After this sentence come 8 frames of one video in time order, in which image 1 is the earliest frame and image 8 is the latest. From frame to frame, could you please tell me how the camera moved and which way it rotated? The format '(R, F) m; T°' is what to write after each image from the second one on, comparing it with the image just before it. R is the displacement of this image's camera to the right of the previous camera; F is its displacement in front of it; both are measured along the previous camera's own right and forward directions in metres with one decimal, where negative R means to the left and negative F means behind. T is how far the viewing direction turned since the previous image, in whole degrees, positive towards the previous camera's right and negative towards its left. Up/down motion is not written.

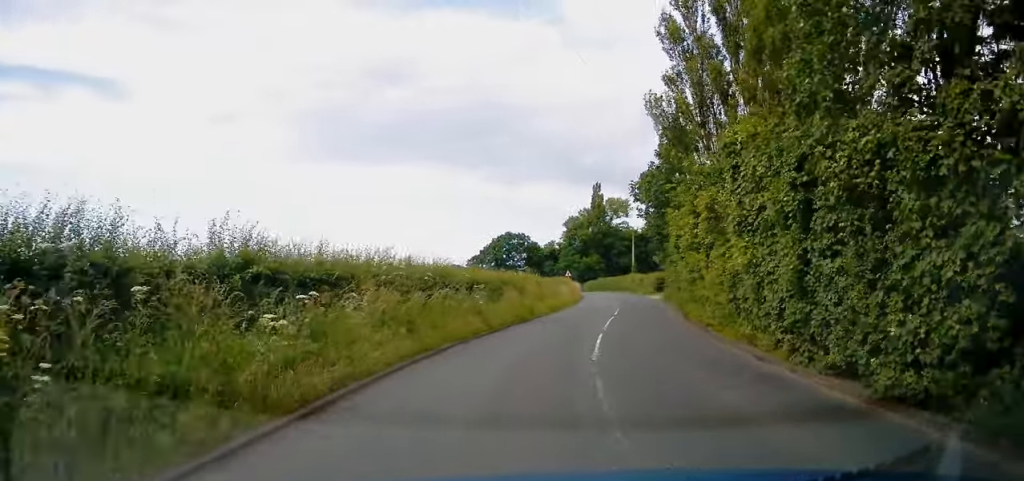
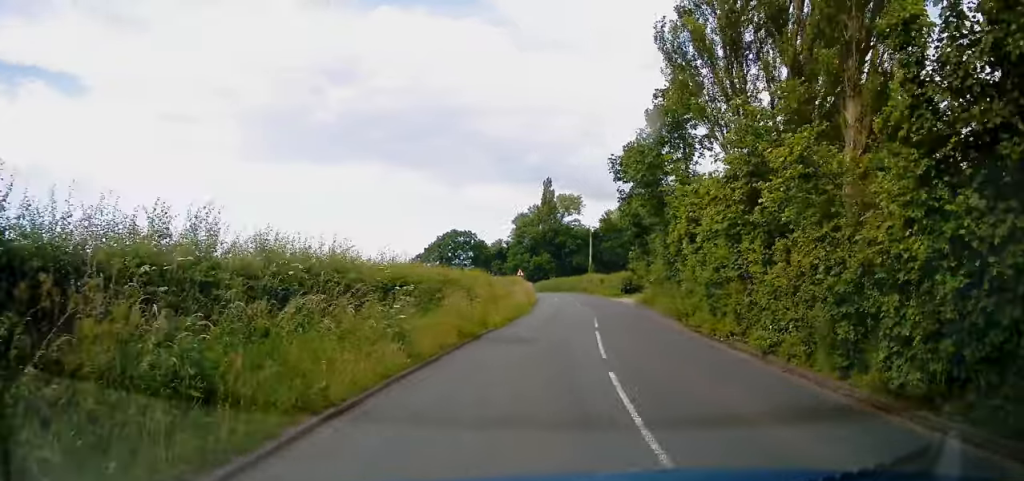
(+0.3, +7.3) m; +3°
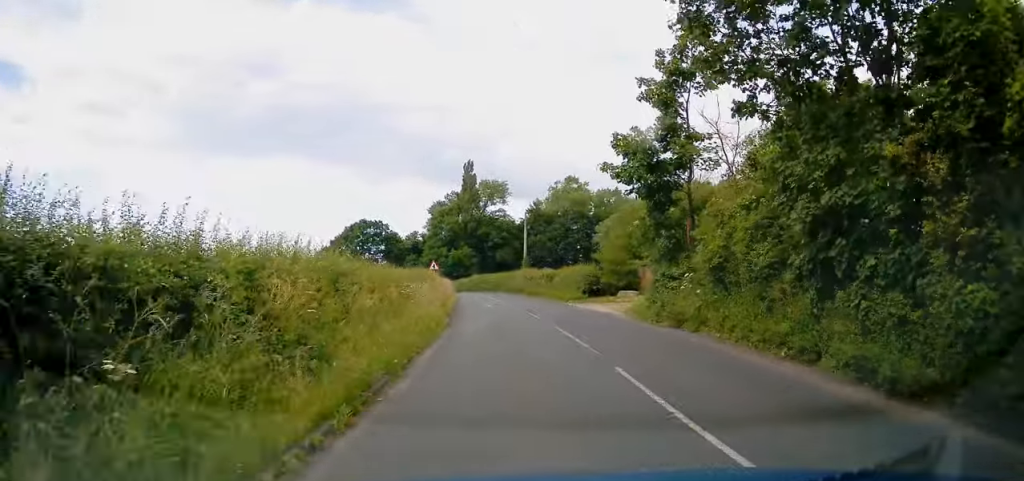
(+1.1, +16.6) m; +7°
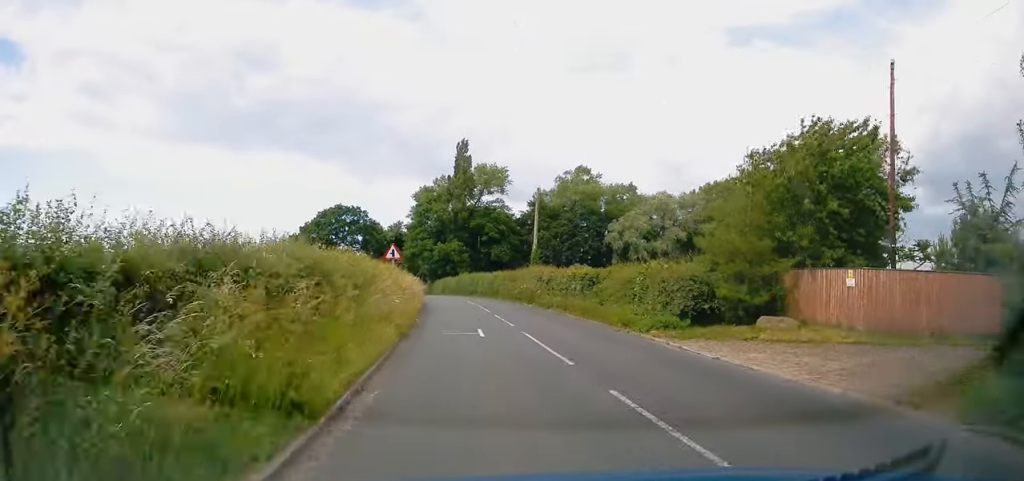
(+0.6, +18.2) m; +1°
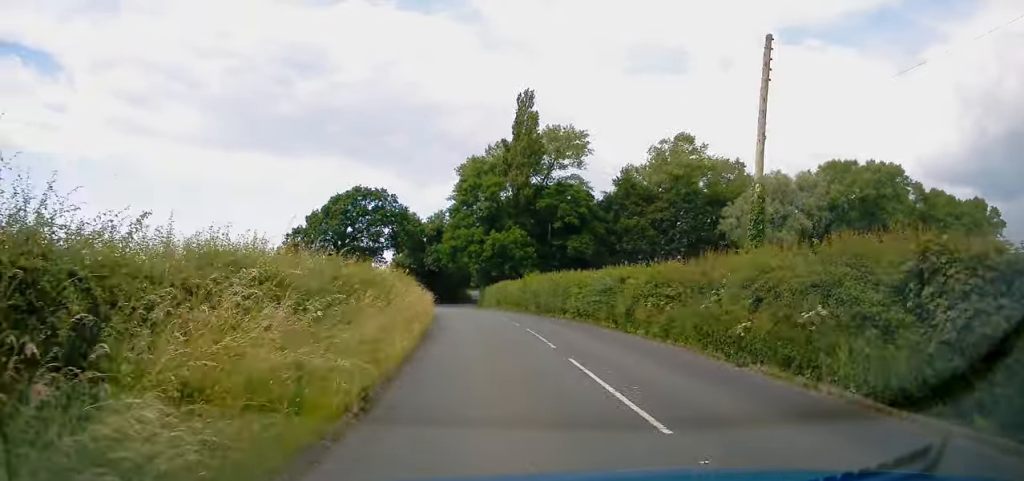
(-1.1, +29.0) m; -4°
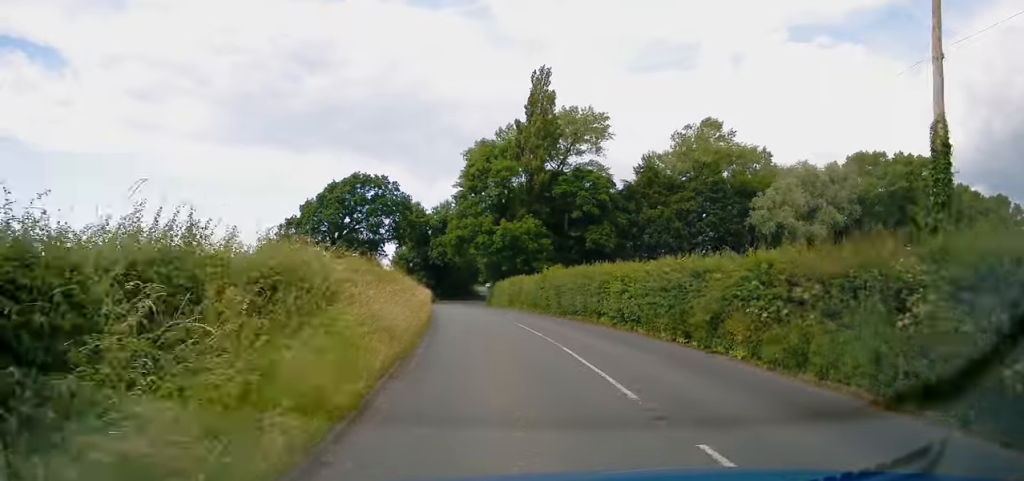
(0.0, +6.6) m; -1°
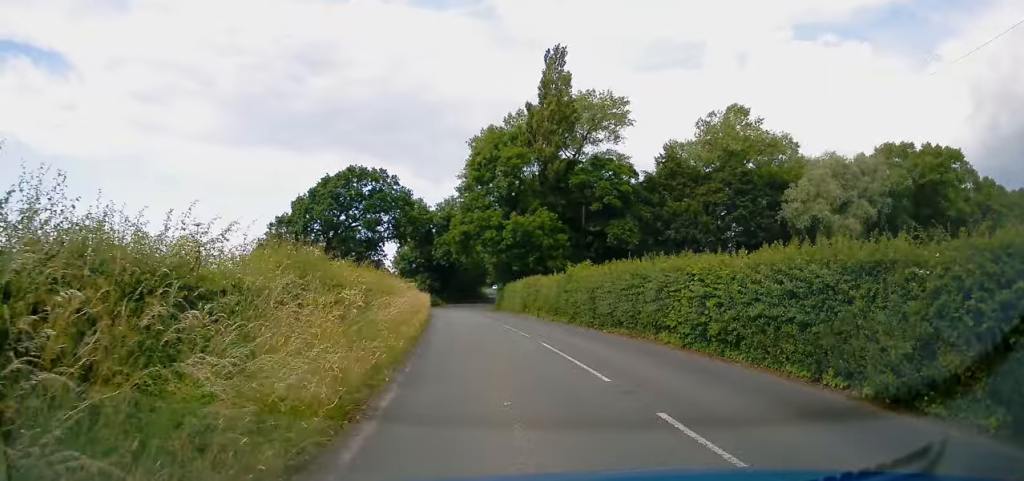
(0.0, +6.8) m; -1°
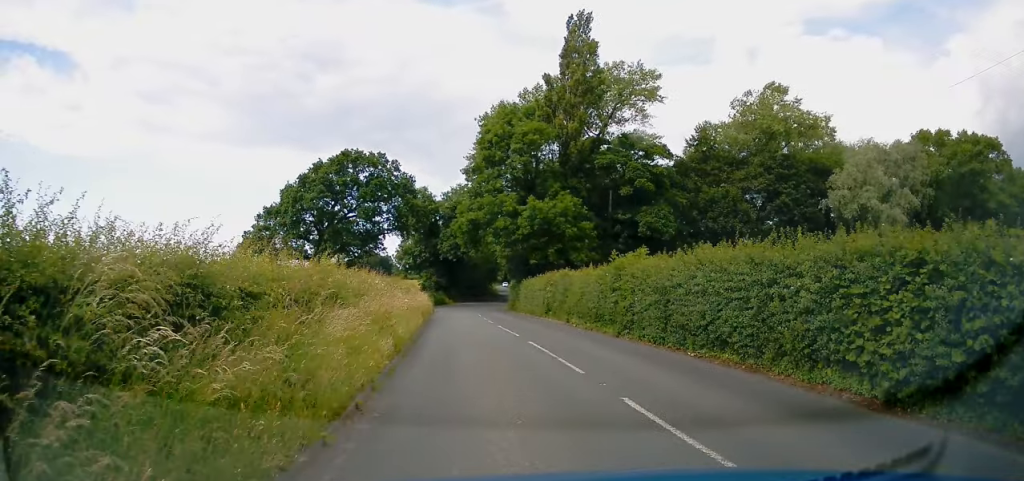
(0.0, +7.2) m; -2°
